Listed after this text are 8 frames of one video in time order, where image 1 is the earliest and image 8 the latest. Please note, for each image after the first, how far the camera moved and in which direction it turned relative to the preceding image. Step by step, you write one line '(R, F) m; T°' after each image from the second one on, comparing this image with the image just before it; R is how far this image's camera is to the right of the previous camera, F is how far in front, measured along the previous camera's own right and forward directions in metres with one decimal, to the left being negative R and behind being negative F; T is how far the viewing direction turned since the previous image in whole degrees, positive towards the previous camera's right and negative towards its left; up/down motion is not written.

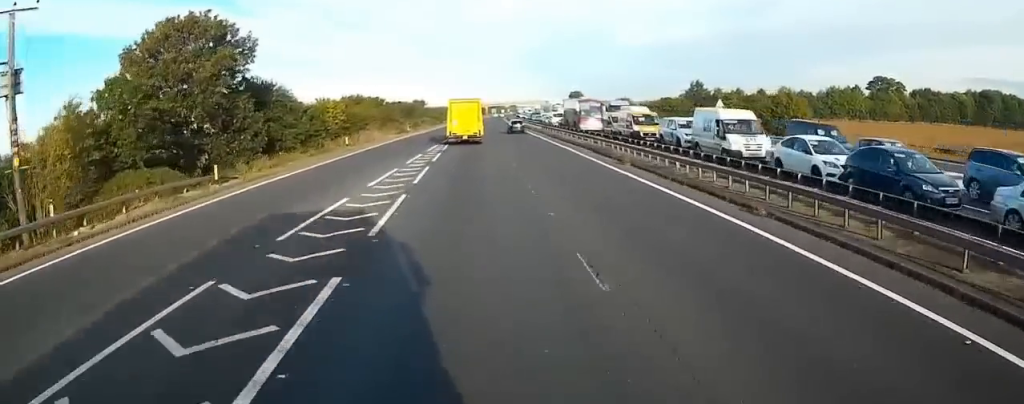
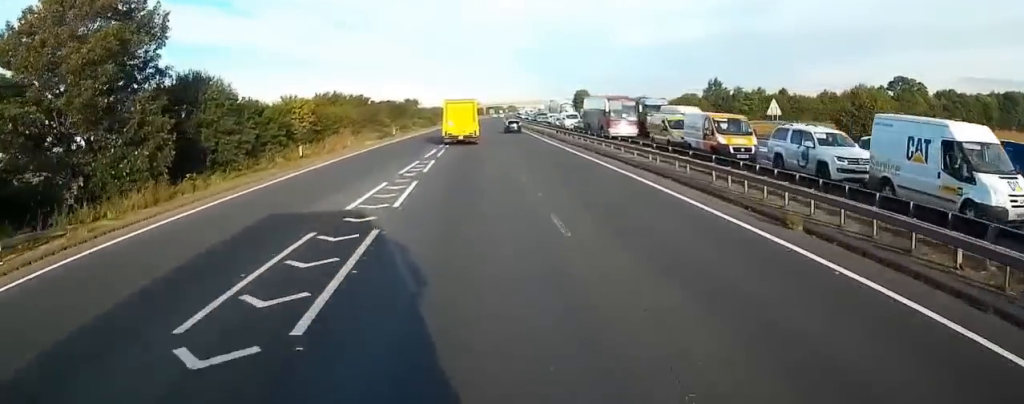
(0.0, +14.1) m; 0°
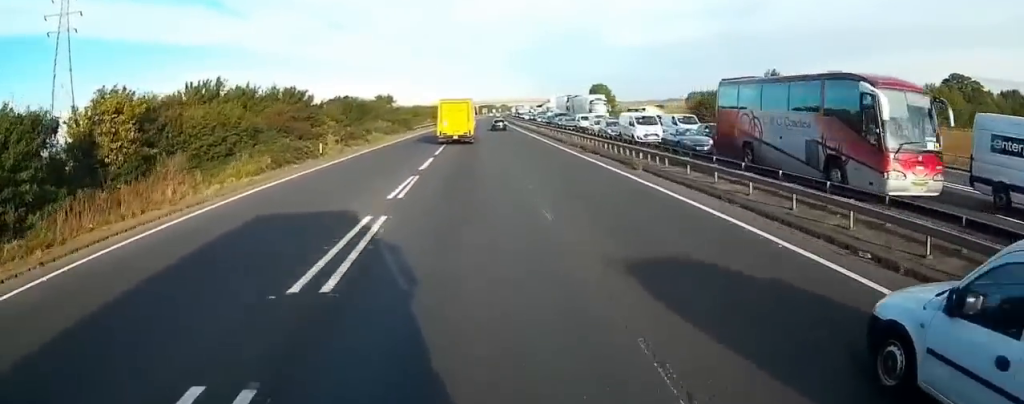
(-0.3, +33.7) m; 0°
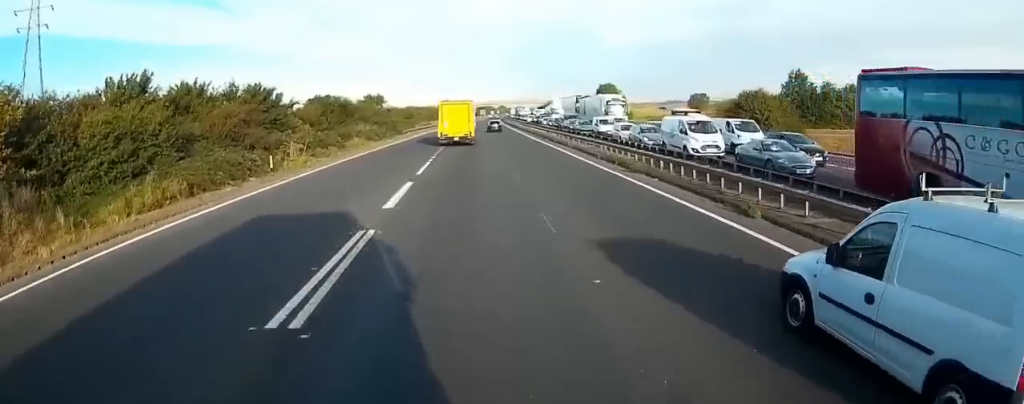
(0.0, +10.2) m; 0°
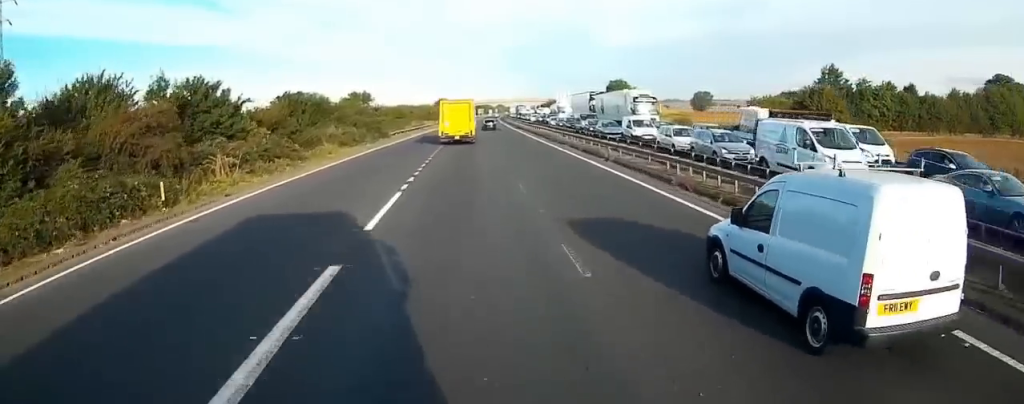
(+0.1, +11.8) m; 0°
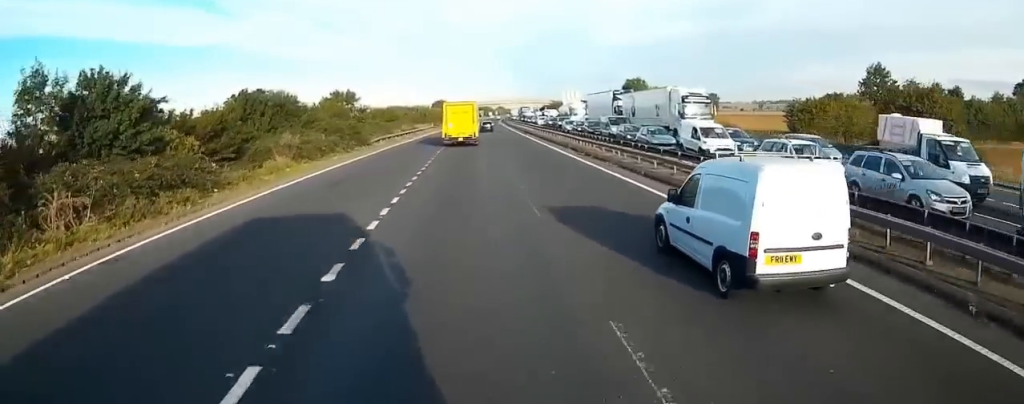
(0.0, +12.6) m; 0°
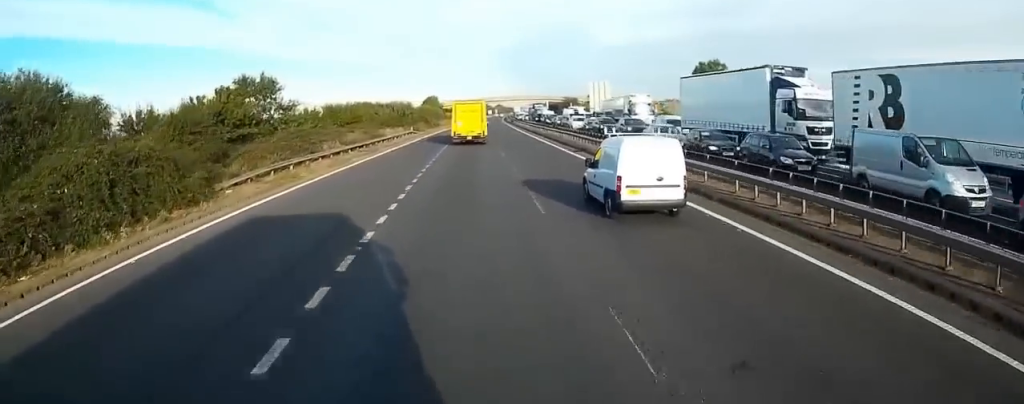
(+0.3, +34.8) m; +1°
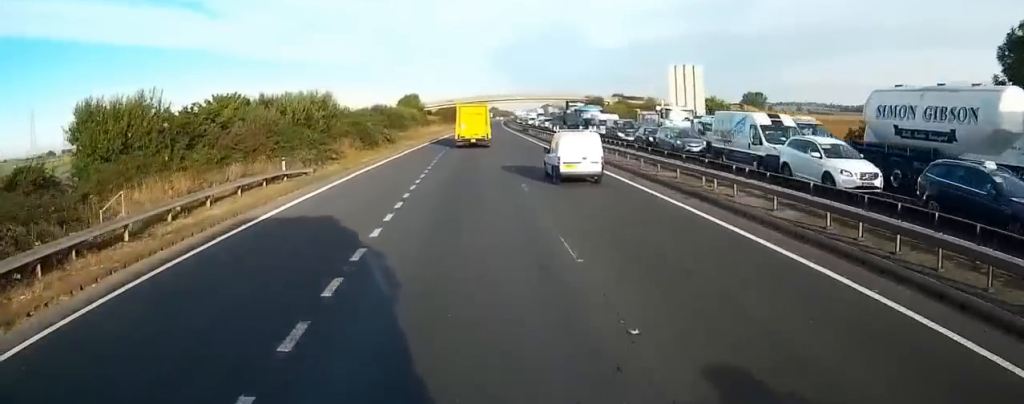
(+0.4, +48.6) m; 0°
